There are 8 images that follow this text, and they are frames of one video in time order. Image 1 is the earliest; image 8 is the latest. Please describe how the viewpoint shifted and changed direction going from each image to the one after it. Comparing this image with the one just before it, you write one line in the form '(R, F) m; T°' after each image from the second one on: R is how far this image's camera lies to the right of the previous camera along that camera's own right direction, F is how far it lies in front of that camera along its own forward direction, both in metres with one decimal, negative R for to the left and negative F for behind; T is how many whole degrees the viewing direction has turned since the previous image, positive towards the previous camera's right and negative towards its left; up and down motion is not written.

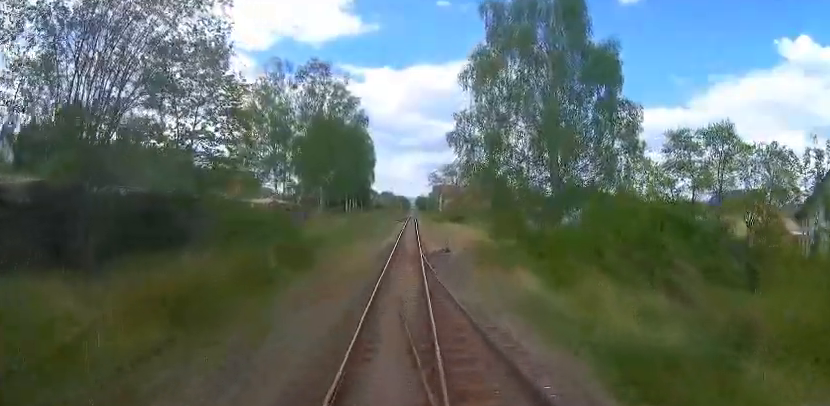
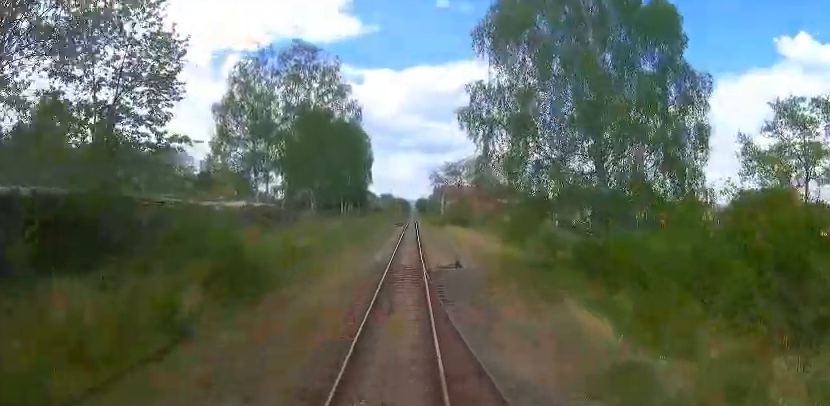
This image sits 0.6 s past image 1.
(-0.1, +5.6) m; -1°
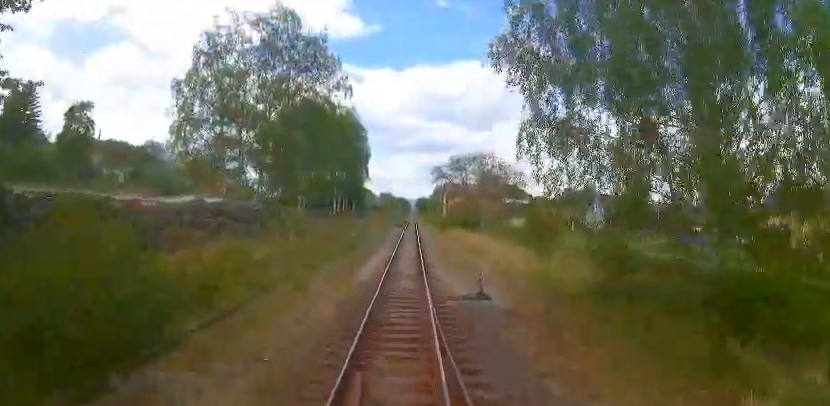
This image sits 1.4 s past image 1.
(-0.1, +7.0) m; -1°
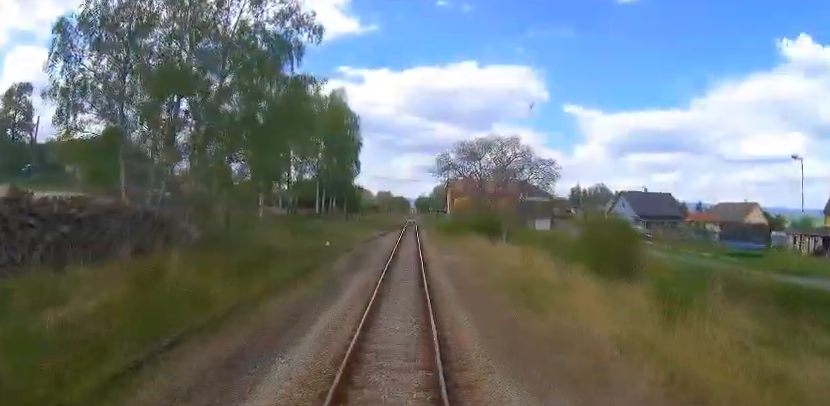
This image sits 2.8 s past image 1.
(+0.1, +12.0) m; +1°
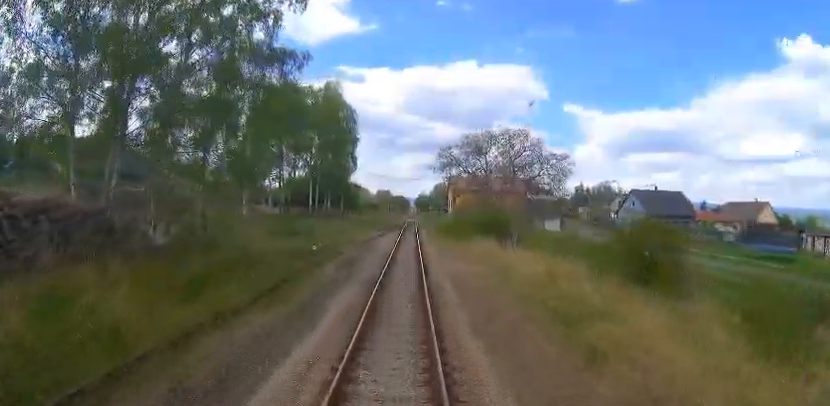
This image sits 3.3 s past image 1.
(0.0, +3.7) m; 0°
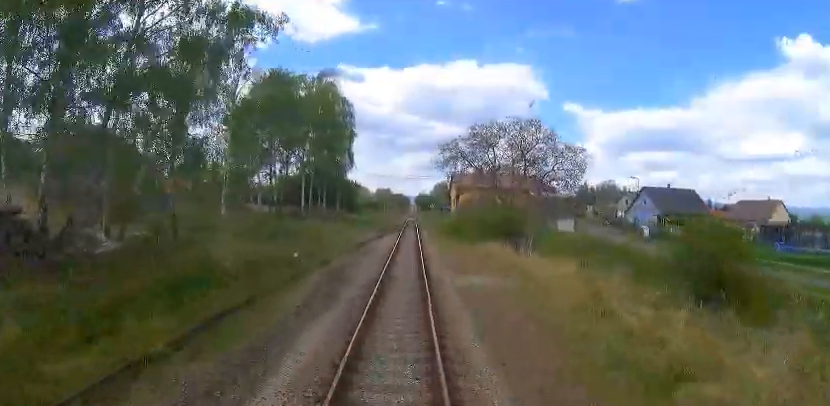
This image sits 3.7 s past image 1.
(0.0, +3.9) m; +1°
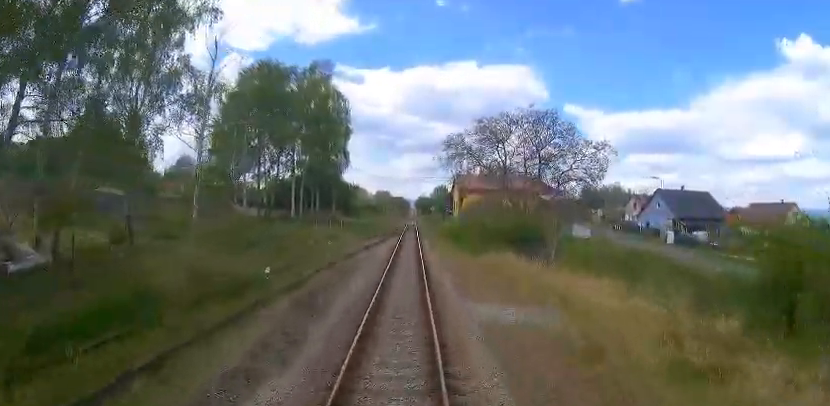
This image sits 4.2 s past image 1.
(0.0, +4.2) m; +1°
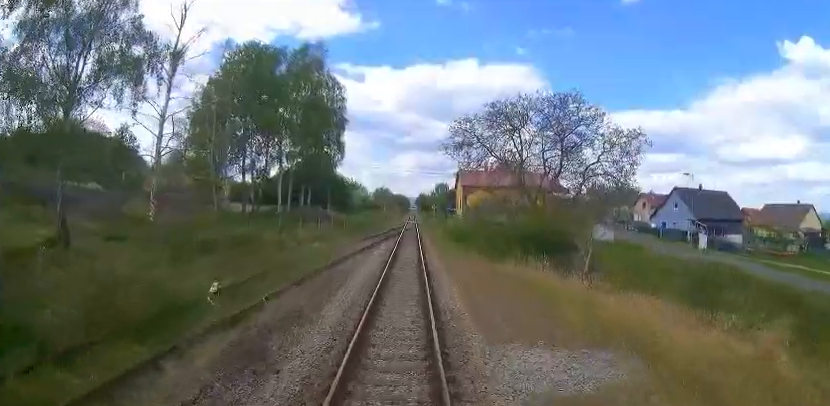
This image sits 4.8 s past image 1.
(+0.1, +4.6) m; -1°
